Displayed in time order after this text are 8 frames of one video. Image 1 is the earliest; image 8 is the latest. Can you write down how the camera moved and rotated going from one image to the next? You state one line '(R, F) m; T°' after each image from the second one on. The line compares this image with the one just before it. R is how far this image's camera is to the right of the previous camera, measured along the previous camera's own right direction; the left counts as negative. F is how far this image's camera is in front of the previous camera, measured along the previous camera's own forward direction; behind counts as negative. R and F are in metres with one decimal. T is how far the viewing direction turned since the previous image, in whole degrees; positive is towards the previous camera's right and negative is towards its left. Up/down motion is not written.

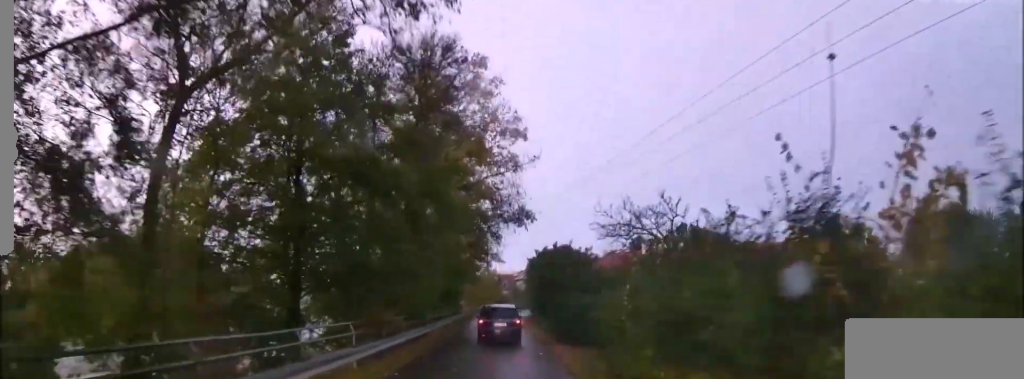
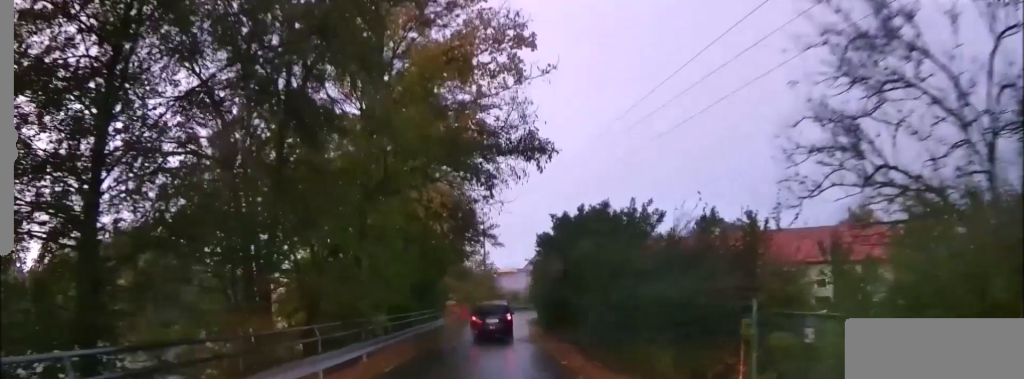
(+0.2, +11.5) m; +1°
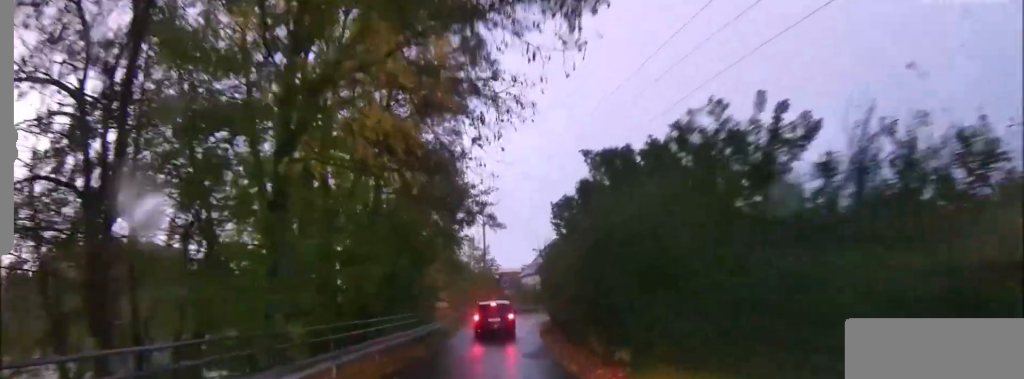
(0.0, +8.6) m; 0°
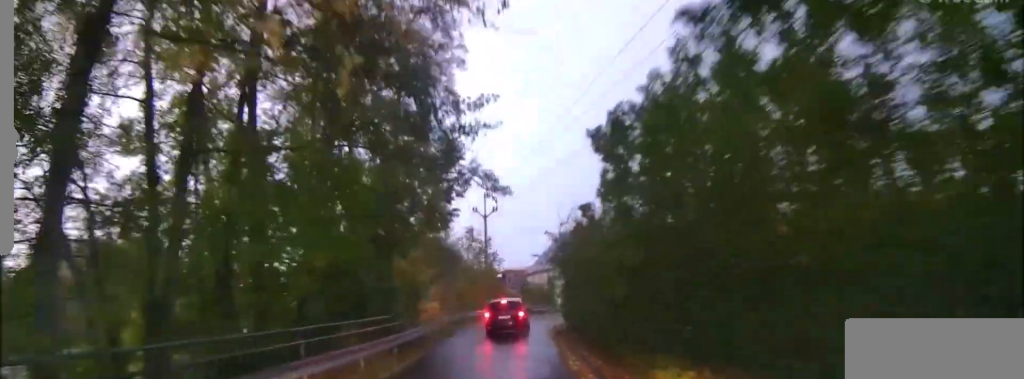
(0.0, +8.1) m; 0°
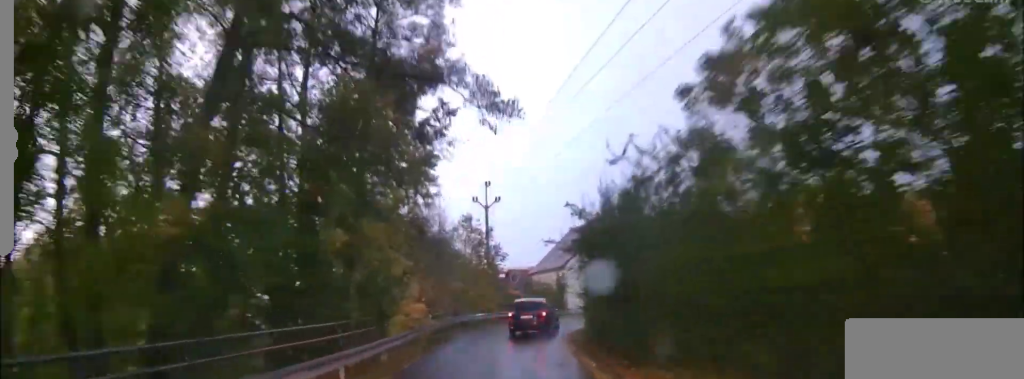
(0.0, +8.0) m; -1°
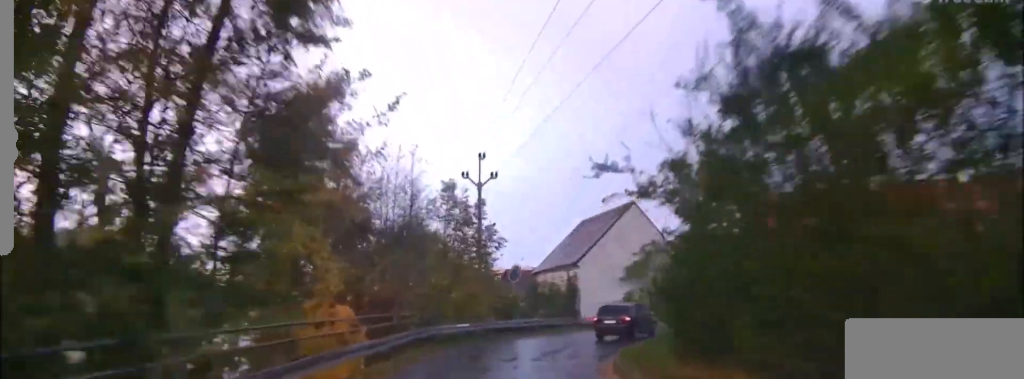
(-0.2, +13.2) m; -1°
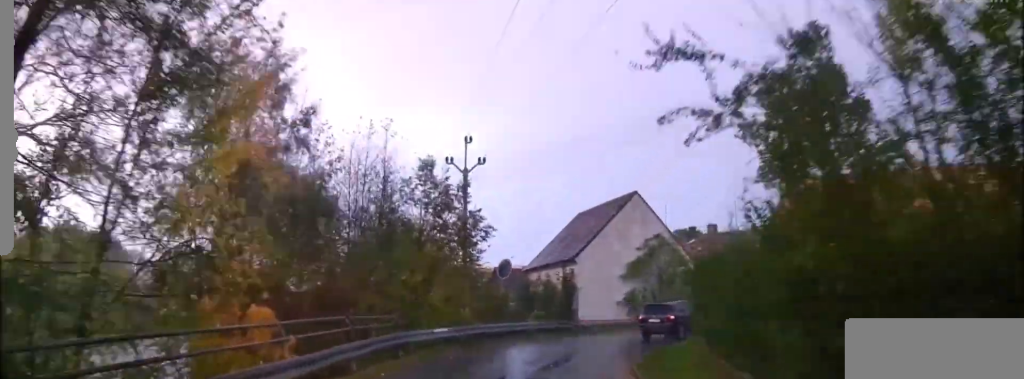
(0.0, +4.6) m; +1°
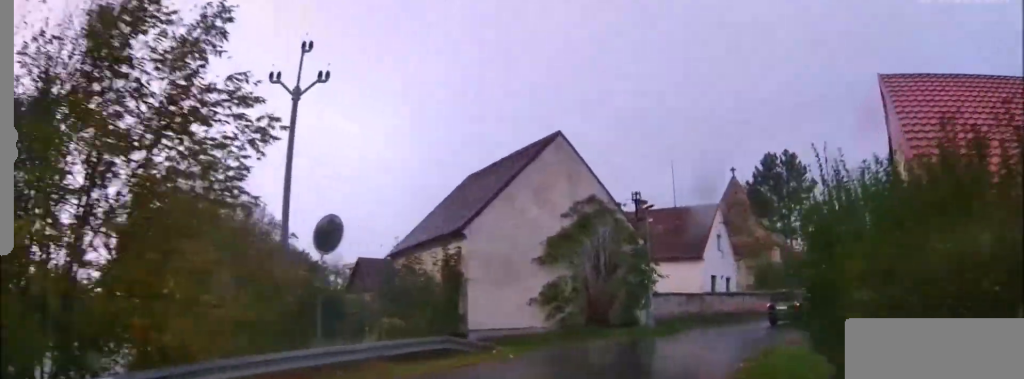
(+1.2, +14.5) m; +16°
